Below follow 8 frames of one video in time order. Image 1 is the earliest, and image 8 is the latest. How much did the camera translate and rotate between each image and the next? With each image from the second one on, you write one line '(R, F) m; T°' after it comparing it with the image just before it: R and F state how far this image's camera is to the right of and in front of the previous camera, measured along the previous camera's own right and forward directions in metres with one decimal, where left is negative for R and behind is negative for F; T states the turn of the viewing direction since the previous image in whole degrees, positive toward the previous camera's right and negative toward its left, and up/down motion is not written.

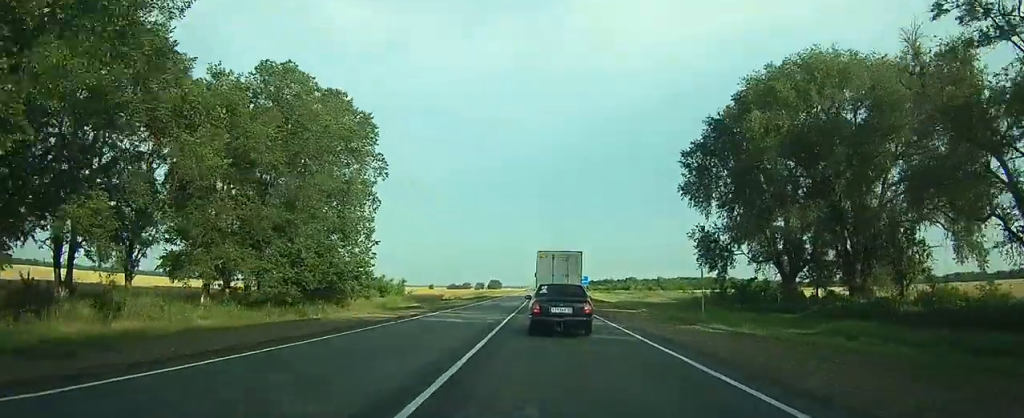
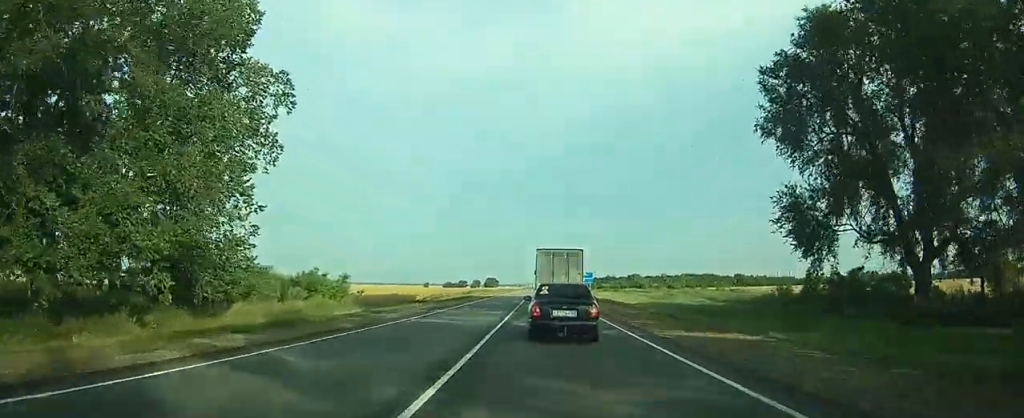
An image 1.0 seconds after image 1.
(0.0, +20.5) m; 0°
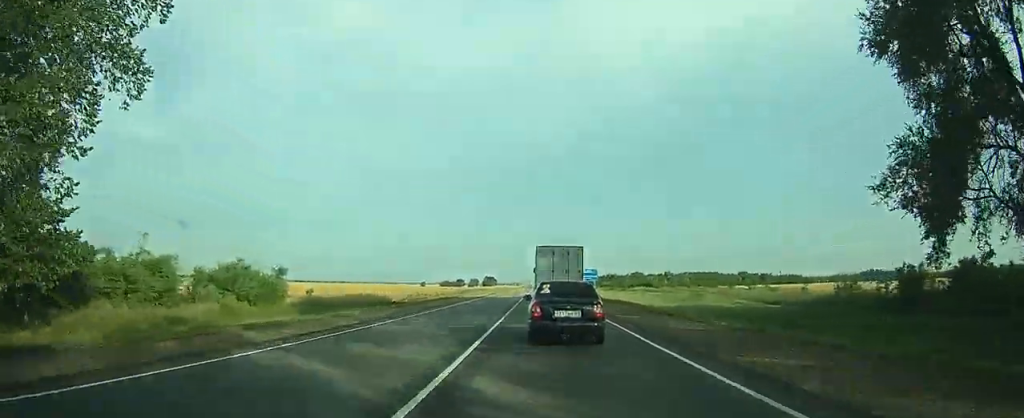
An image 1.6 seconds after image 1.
(0.0, +12.7) m; 0°
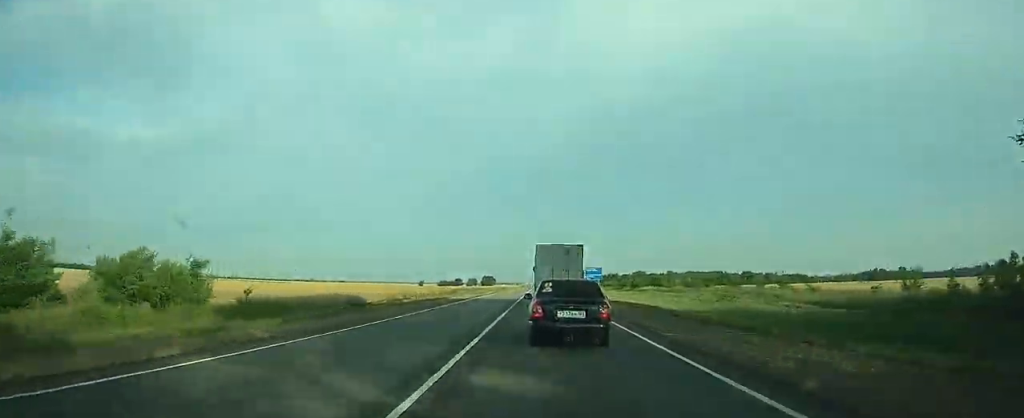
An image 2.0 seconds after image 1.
(0.0, +9.8) m; 0°
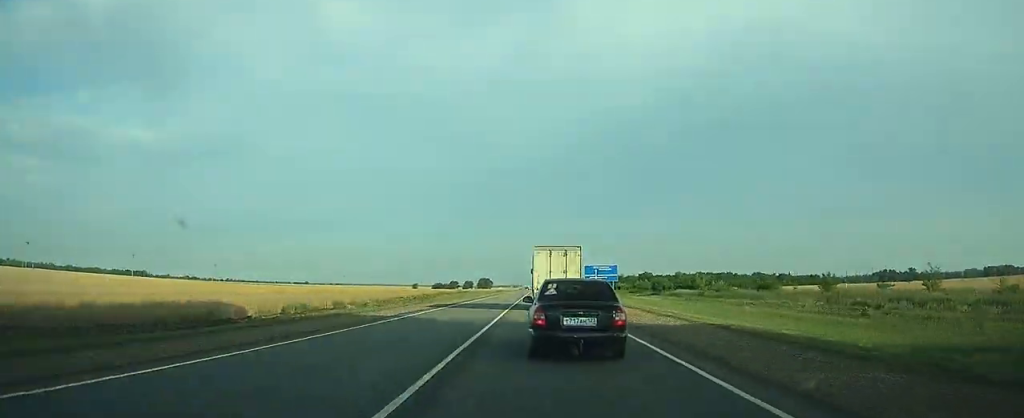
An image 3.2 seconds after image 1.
(+0.1, +24.1) m; 0°
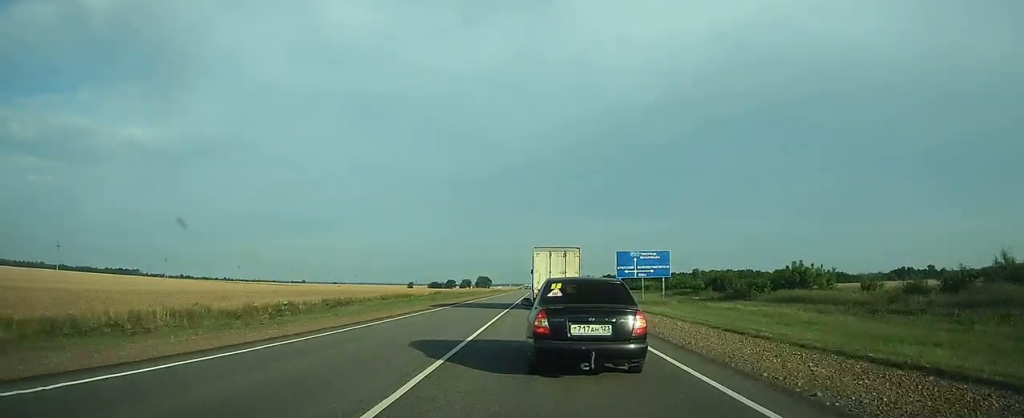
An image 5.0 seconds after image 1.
(0.0, +35.4) m; 0°
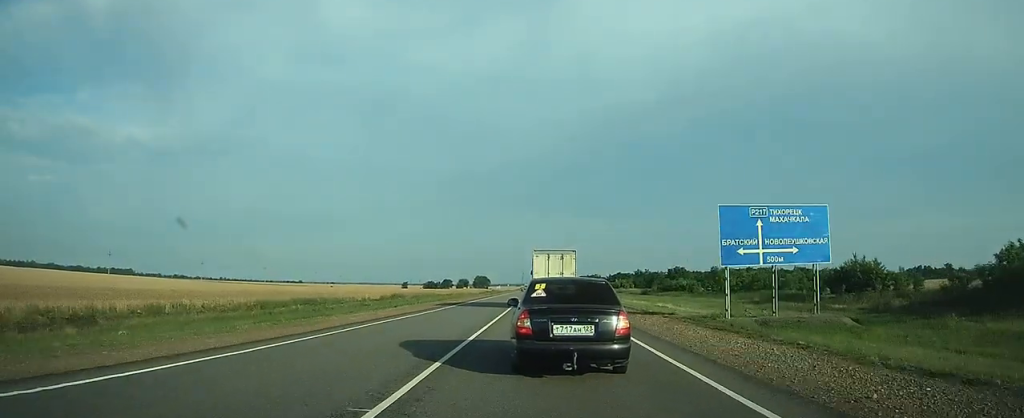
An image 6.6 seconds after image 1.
(0.0, +31.2) m; 0°
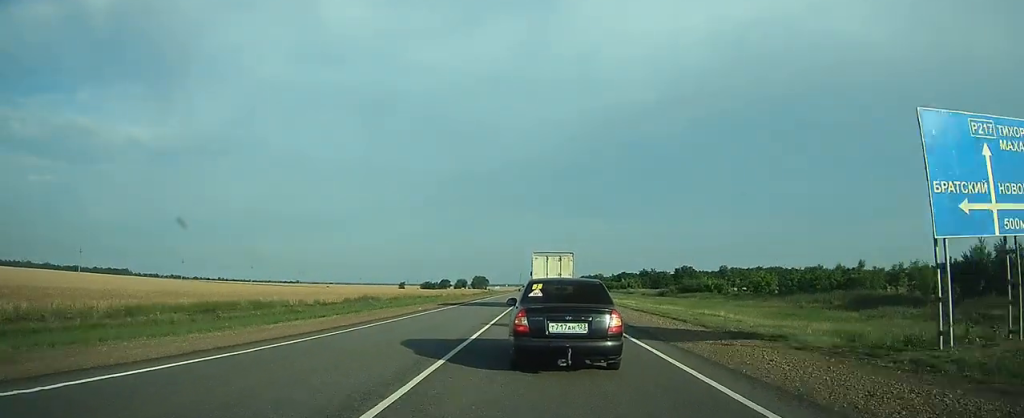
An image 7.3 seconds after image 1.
(0.0, +13.5) m; 0°
